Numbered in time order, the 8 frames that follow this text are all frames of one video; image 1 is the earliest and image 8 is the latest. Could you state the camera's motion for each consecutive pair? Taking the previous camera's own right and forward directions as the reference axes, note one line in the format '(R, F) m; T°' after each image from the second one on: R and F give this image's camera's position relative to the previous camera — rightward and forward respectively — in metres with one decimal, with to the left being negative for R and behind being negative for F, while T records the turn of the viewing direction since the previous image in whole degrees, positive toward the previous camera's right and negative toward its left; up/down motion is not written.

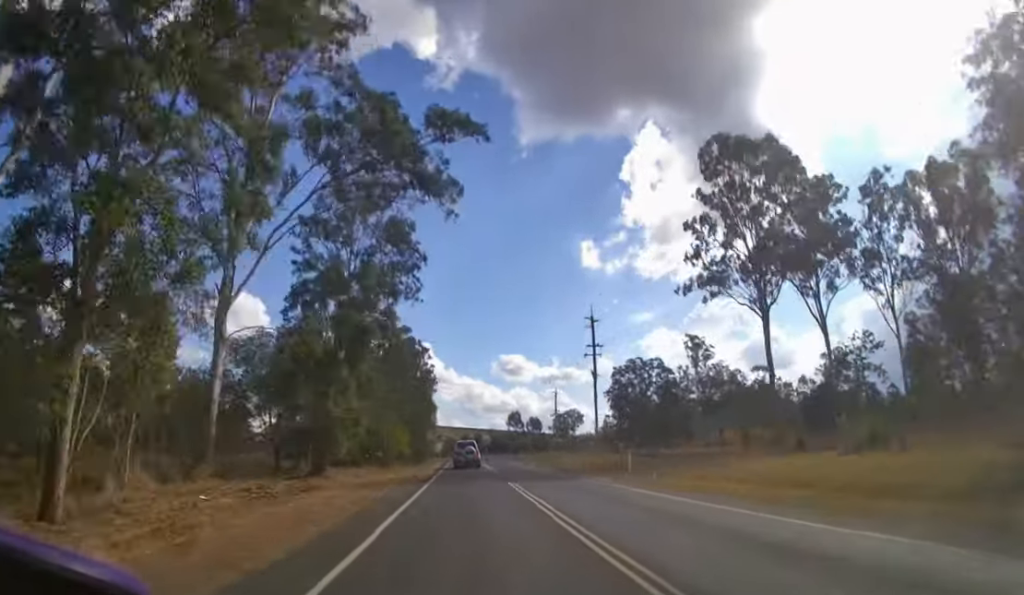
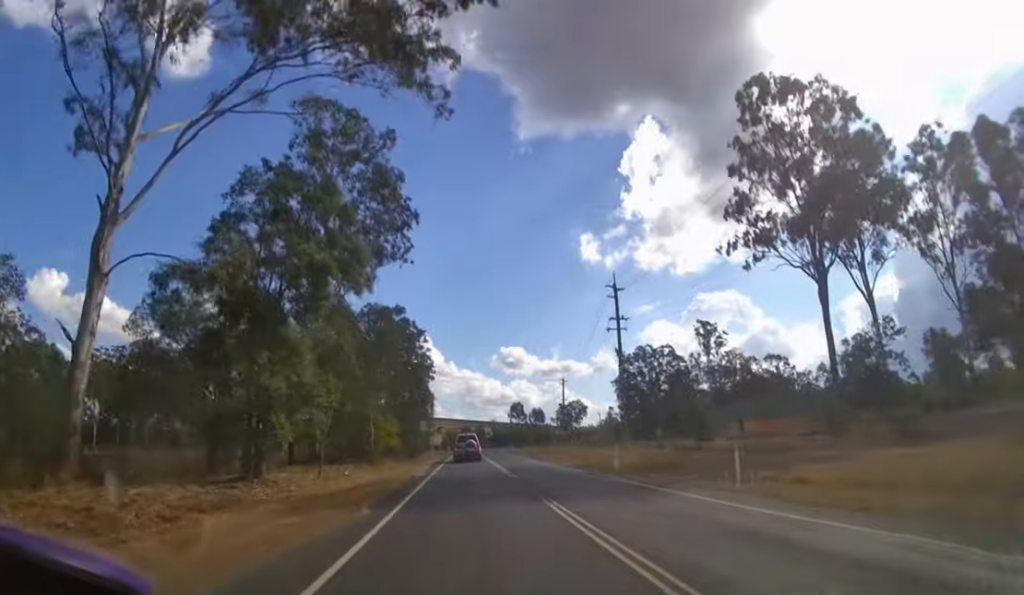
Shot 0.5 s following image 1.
(0.0, +9.5) m; 0°
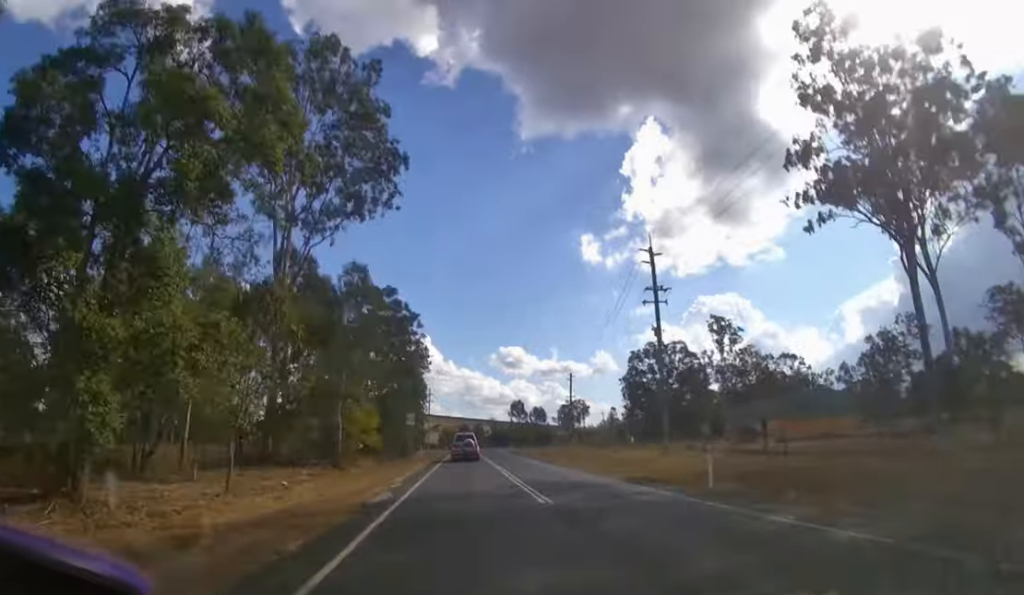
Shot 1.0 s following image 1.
(0.0, +9.8) m; 0°
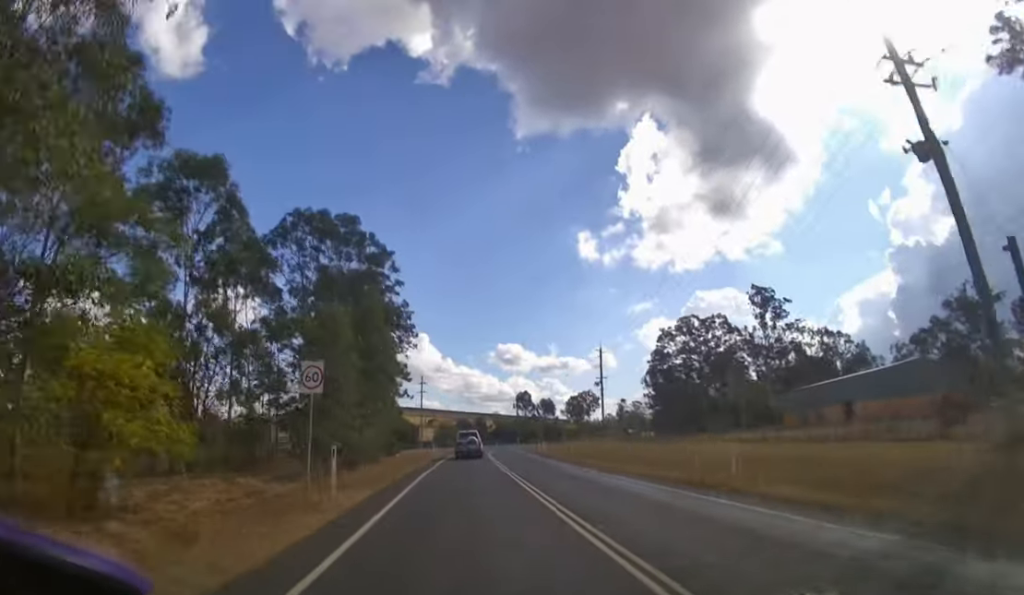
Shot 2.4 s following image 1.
(+0.2, +27.4) m; 0°
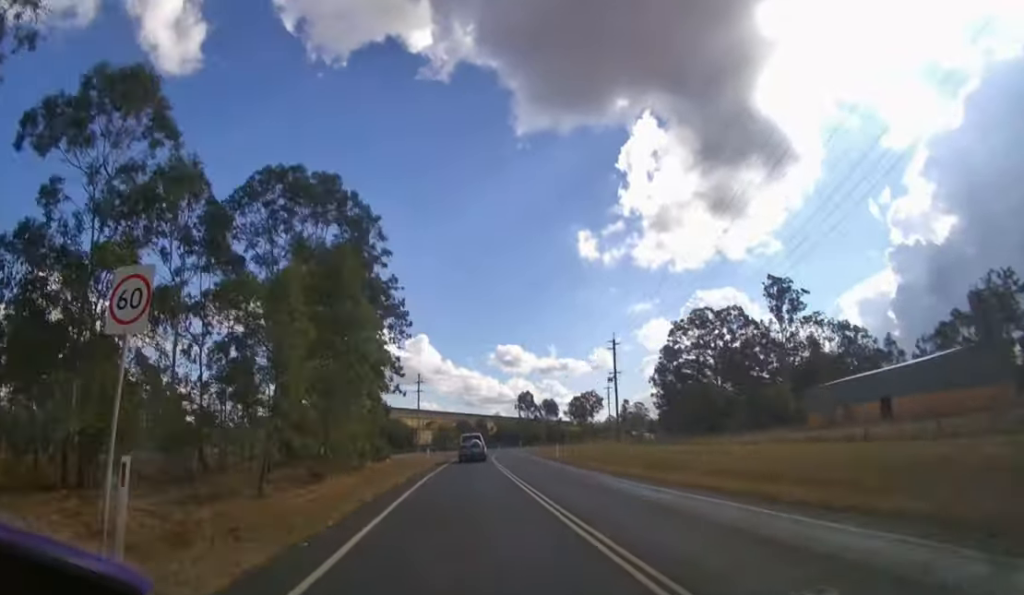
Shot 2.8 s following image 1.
(0.0, +8.2) m; 0°
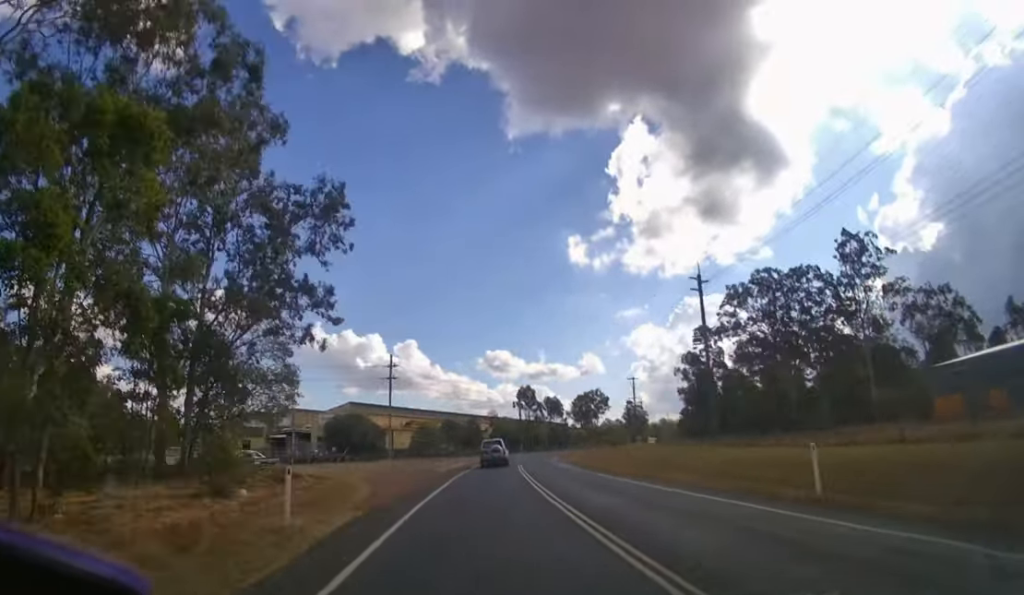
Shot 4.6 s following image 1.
(+0.1, +31.2) m; +1°
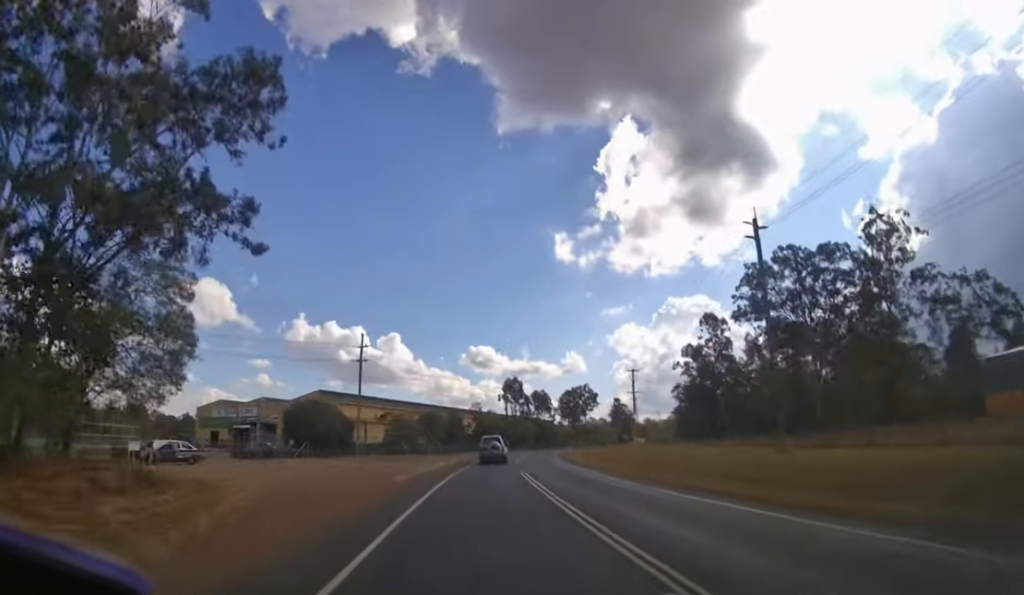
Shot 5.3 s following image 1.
(+0.2, +11.2) m; +2°
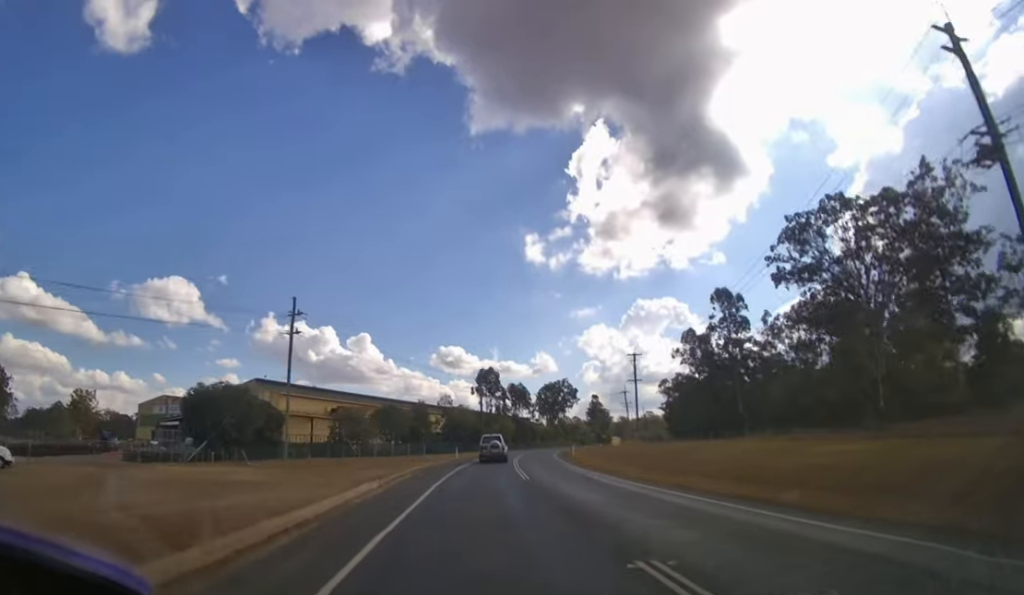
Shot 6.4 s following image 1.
(+0.4, +17.3) m; +3°
